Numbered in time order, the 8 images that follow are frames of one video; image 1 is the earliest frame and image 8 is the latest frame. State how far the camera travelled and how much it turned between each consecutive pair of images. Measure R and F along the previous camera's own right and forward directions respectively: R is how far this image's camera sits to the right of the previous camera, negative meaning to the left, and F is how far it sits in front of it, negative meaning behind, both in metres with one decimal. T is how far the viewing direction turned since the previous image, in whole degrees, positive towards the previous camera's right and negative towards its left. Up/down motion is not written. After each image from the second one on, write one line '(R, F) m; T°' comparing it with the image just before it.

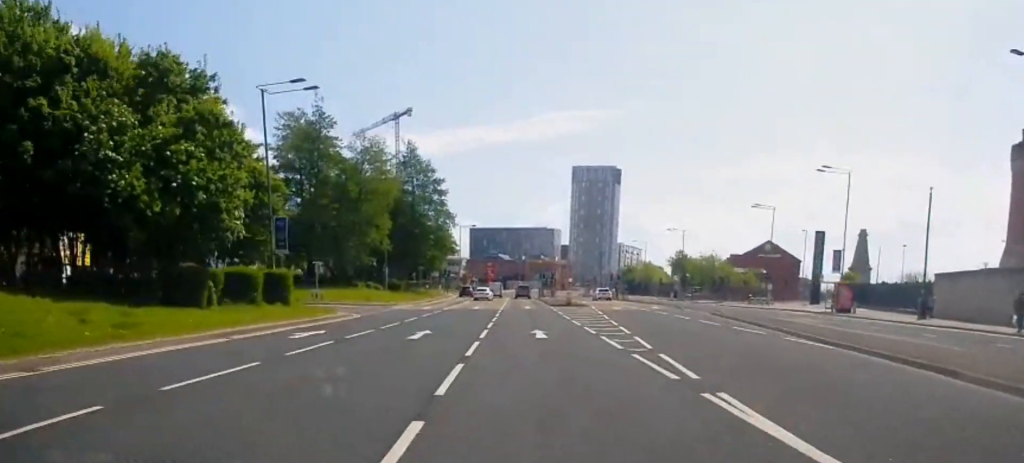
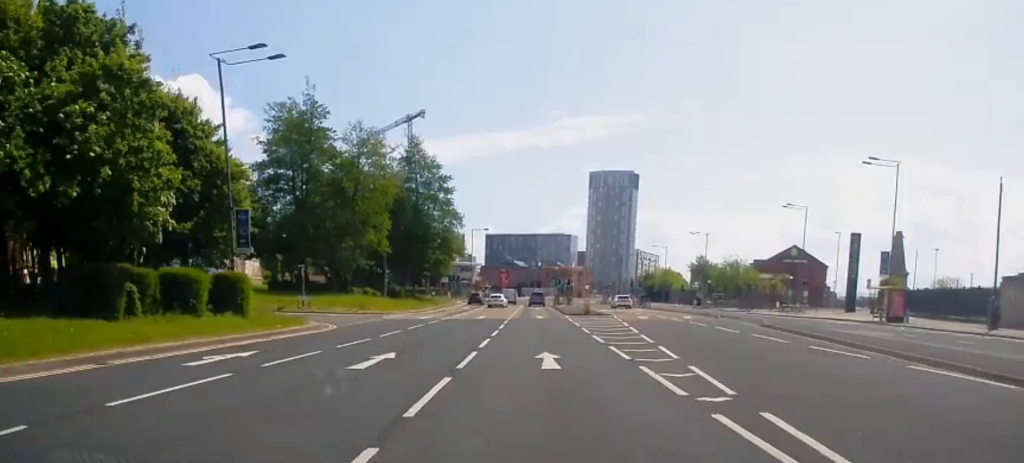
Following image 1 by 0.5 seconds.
(-0.1, +7.5) m; -1°
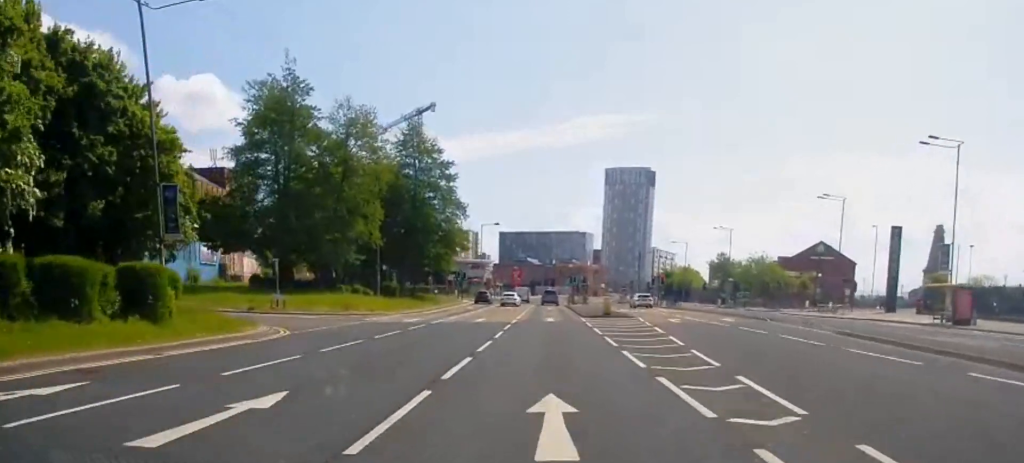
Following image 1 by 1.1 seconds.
(0.0, +8.1) m; -2°
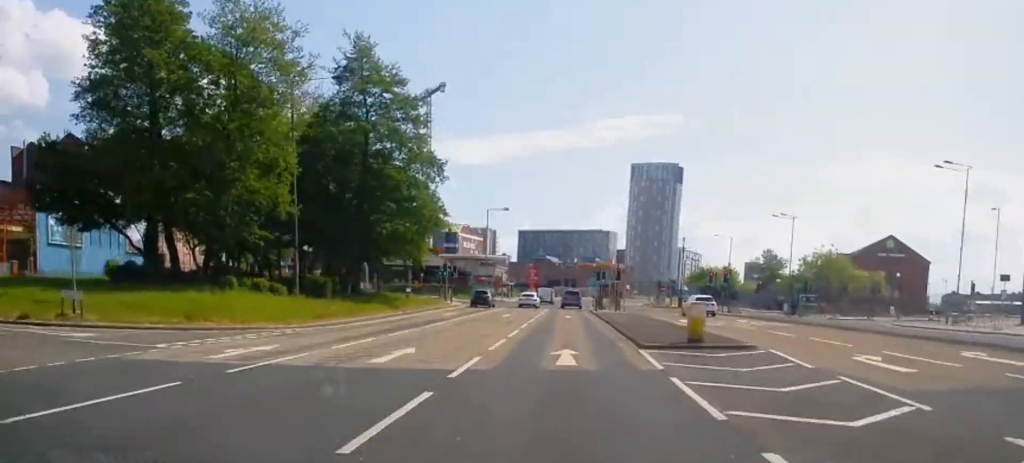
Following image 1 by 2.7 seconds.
(-0.7, +23.7) m; -3°
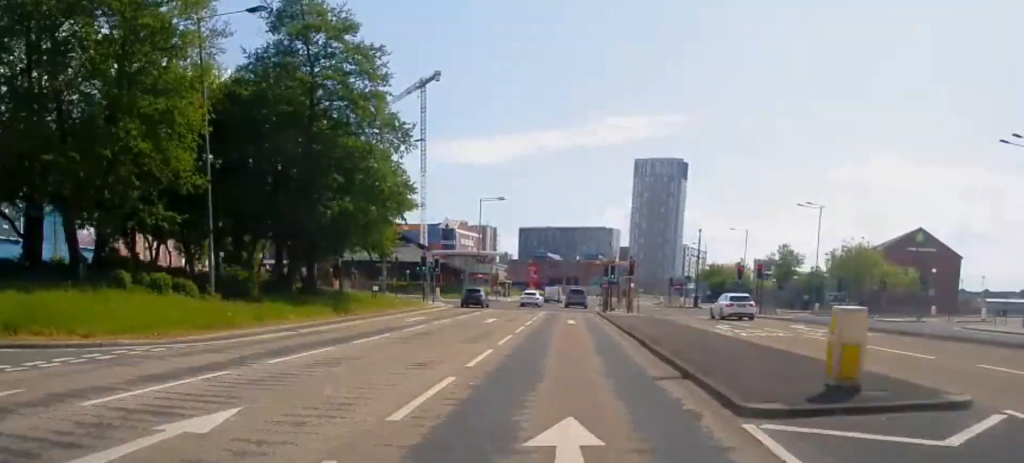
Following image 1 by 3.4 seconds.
(-0.1, +10.3) m; 0°
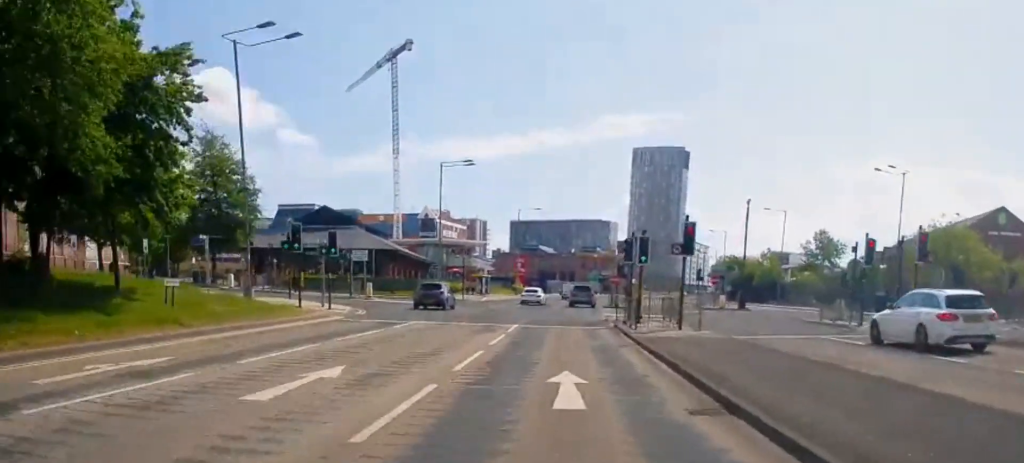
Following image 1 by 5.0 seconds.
(+0.4, +25.4) m; +1°
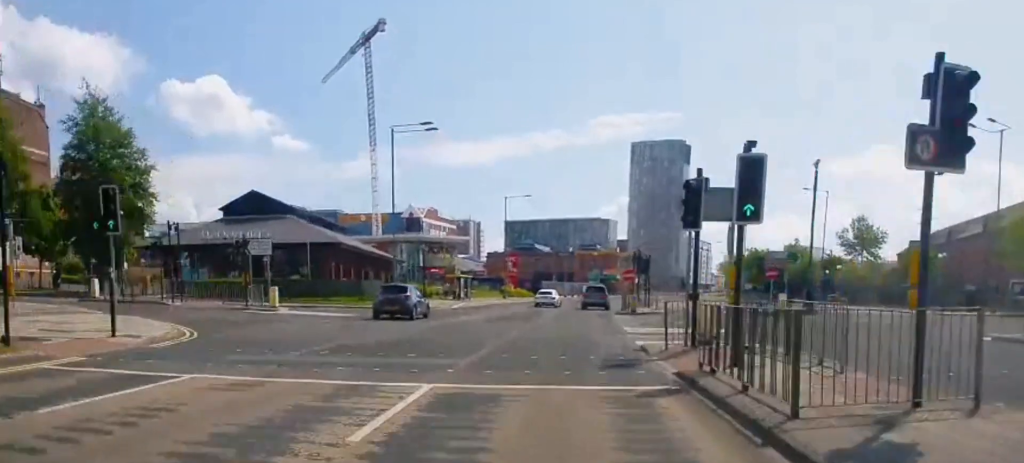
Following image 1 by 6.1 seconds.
(-0.3, +17.2) m; 0°
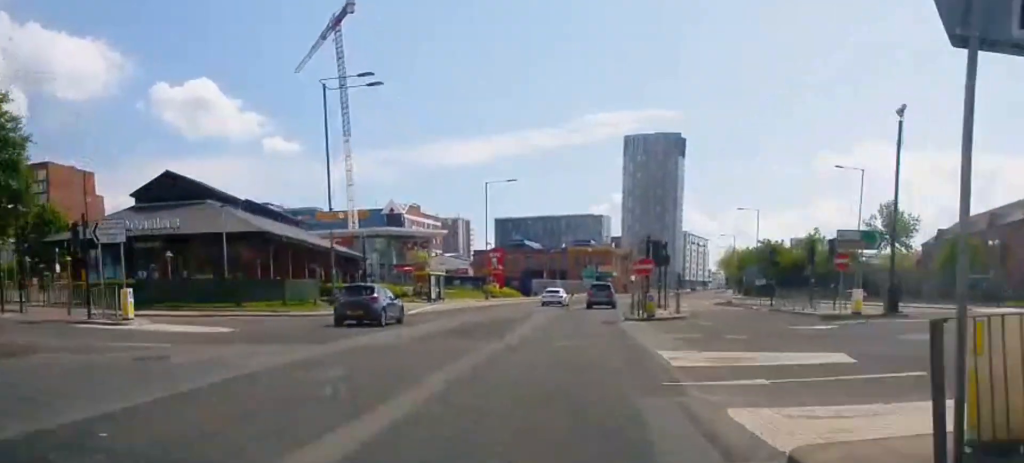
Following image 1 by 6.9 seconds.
(+0.2, +12.3) m; +1°
